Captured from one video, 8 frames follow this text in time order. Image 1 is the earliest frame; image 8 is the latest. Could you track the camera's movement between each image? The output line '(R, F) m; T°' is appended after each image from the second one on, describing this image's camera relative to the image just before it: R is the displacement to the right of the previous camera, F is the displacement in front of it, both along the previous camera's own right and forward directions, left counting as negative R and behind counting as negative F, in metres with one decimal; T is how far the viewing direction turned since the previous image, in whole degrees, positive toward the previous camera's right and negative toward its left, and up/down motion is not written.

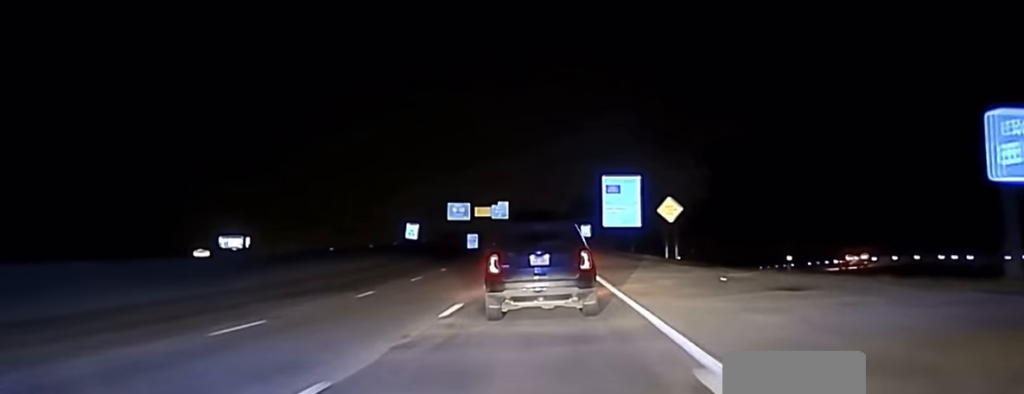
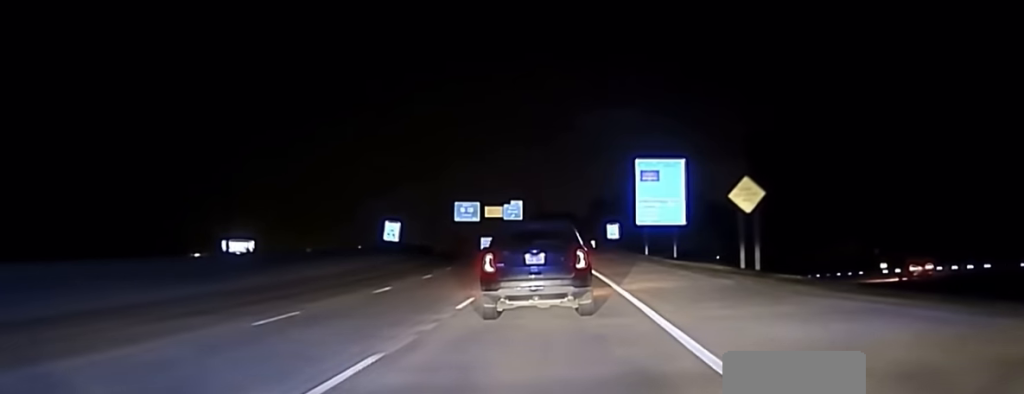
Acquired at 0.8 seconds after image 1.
(-0.3, +23.9) m; -1°
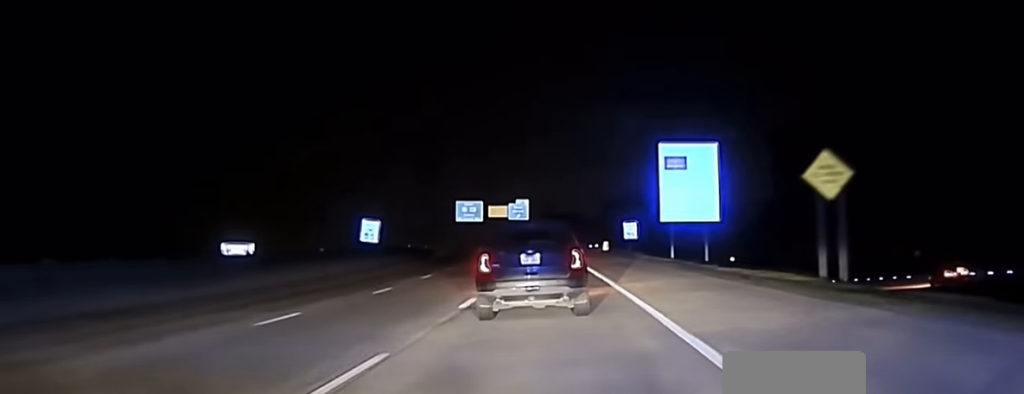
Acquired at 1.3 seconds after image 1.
(-0.1, +13.3) m; -1°
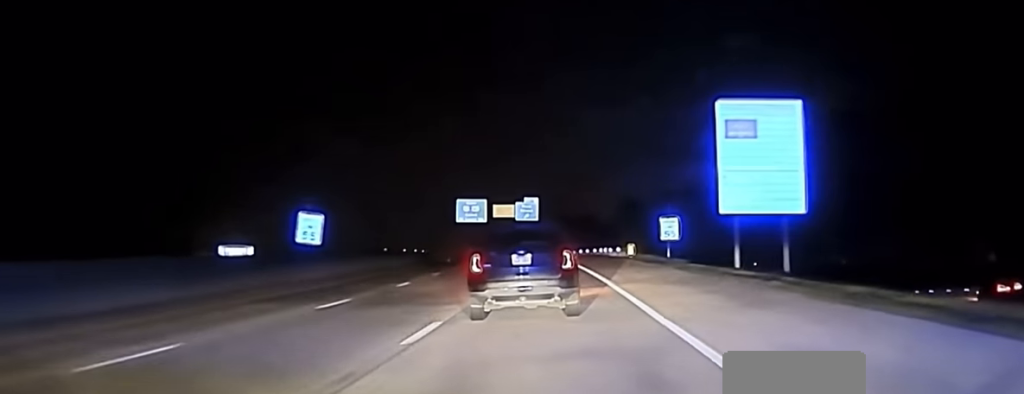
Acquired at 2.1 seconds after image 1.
(-0.1, +19.5) m; -1°
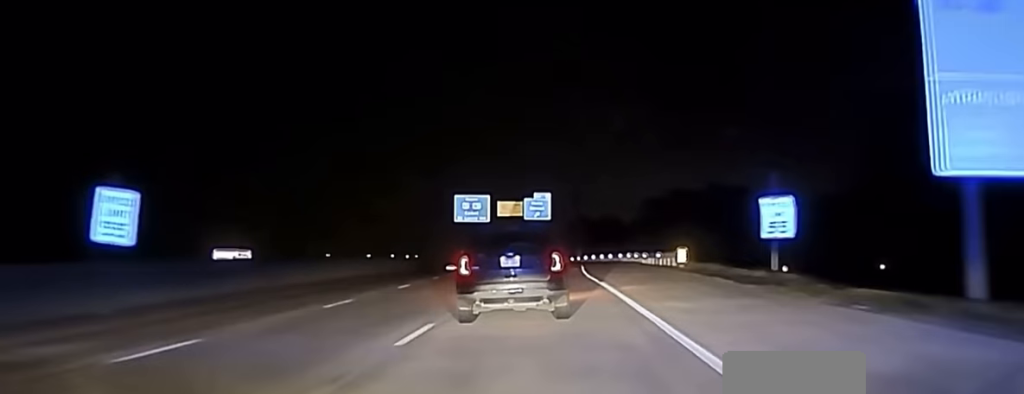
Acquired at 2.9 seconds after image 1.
(-0.2, +21.7) m; -1°
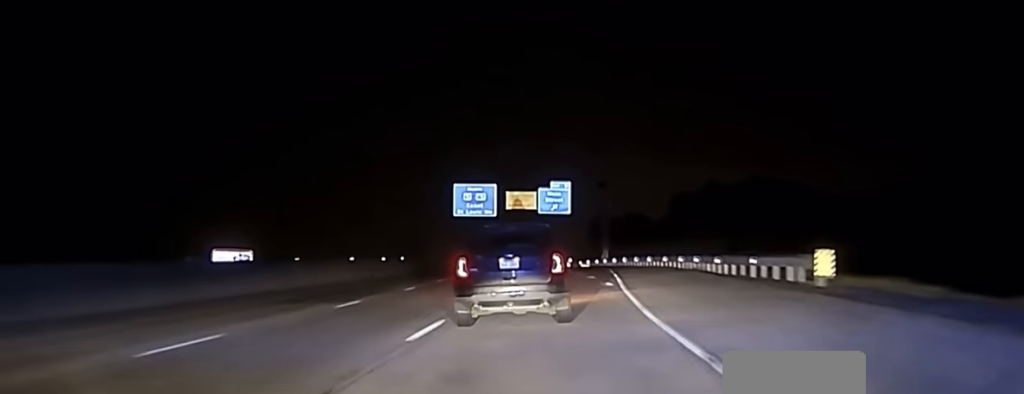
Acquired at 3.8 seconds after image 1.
(-0.3, +21.8) m; -1°
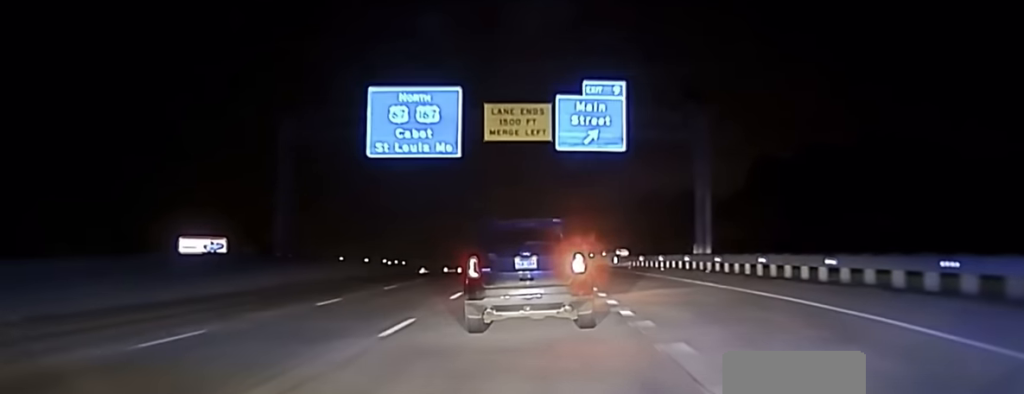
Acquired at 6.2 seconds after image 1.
(-0.6, +55.1) m; -2°
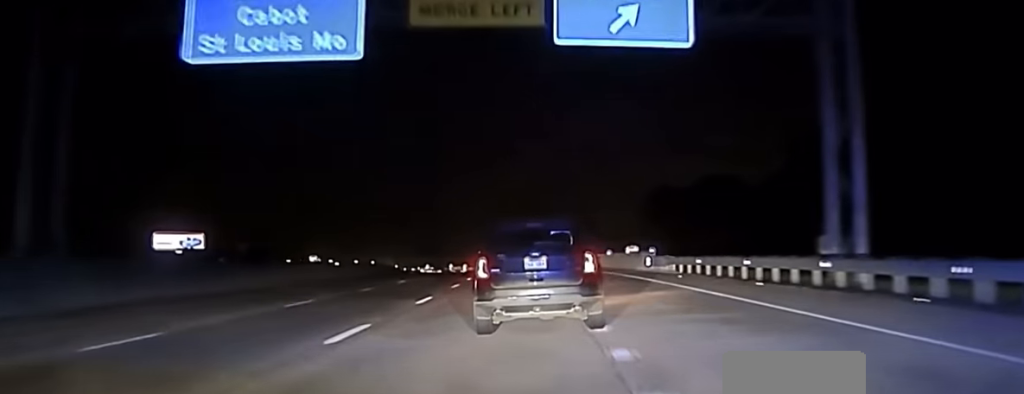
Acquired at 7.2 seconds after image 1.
(-0.3, +26.8) m; -1°
